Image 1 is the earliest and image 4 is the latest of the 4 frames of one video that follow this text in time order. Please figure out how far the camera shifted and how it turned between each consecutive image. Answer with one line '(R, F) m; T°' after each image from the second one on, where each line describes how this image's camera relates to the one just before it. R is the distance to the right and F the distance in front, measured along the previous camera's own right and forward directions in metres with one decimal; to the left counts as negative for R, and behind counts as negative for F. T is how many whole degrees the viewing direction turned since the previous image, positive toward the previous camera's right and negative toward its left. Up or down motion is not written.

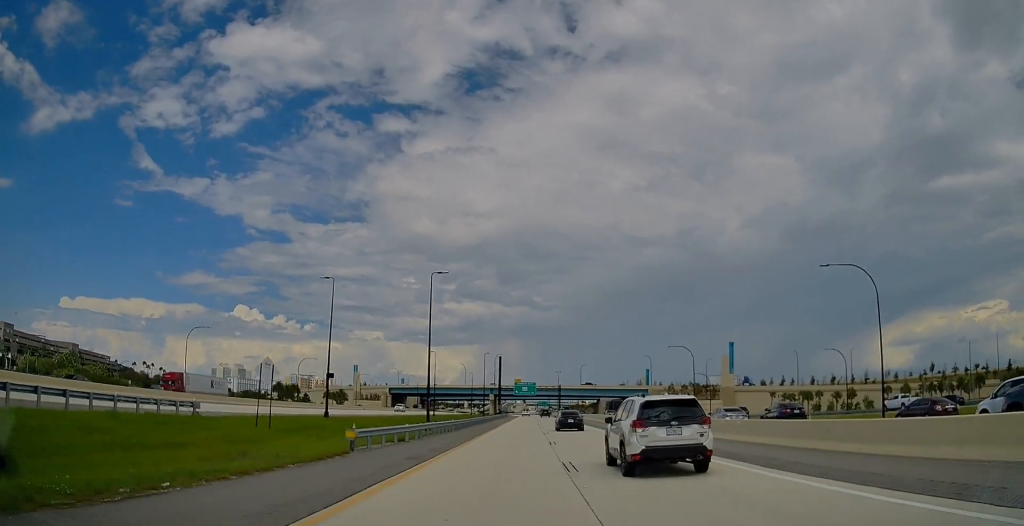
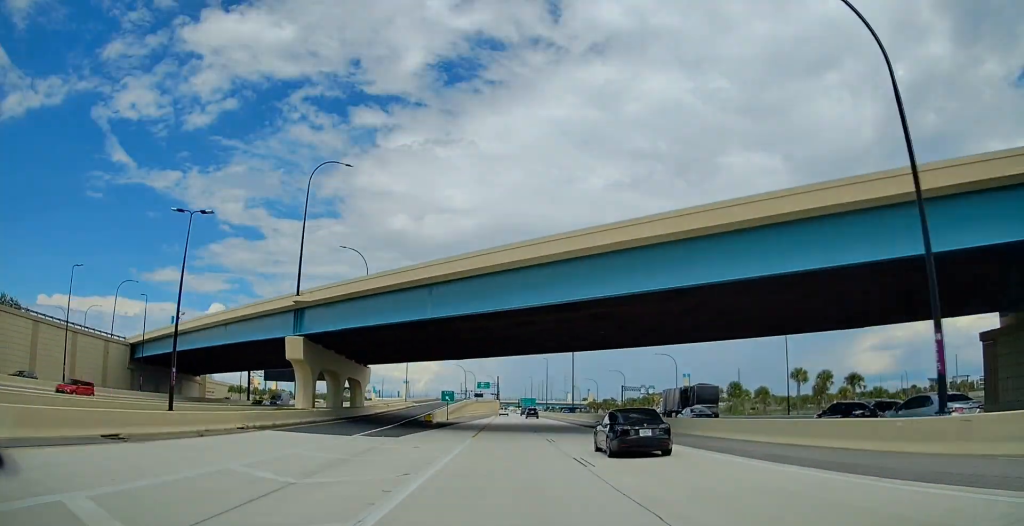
(+7.8, +279.2) m; +1°
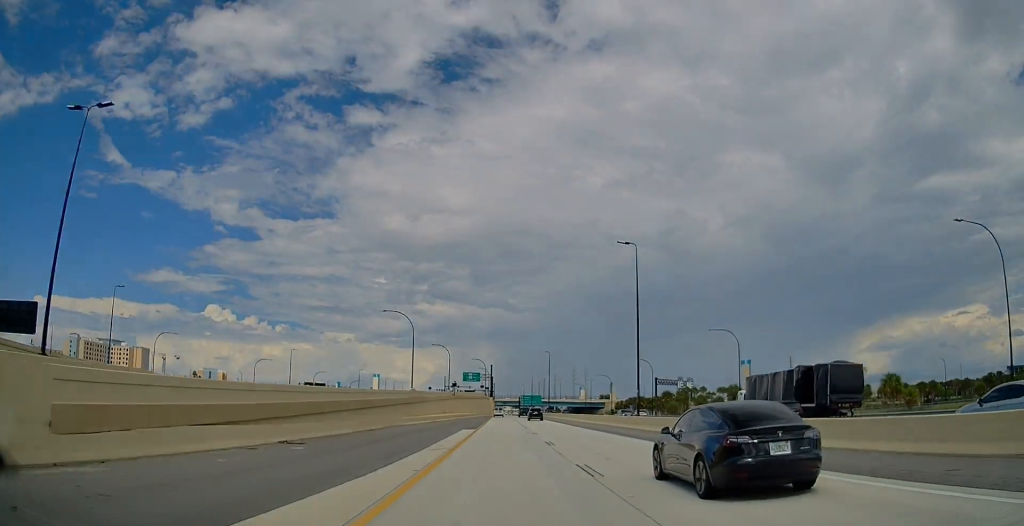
(+0.2, +100.0) m; 0°
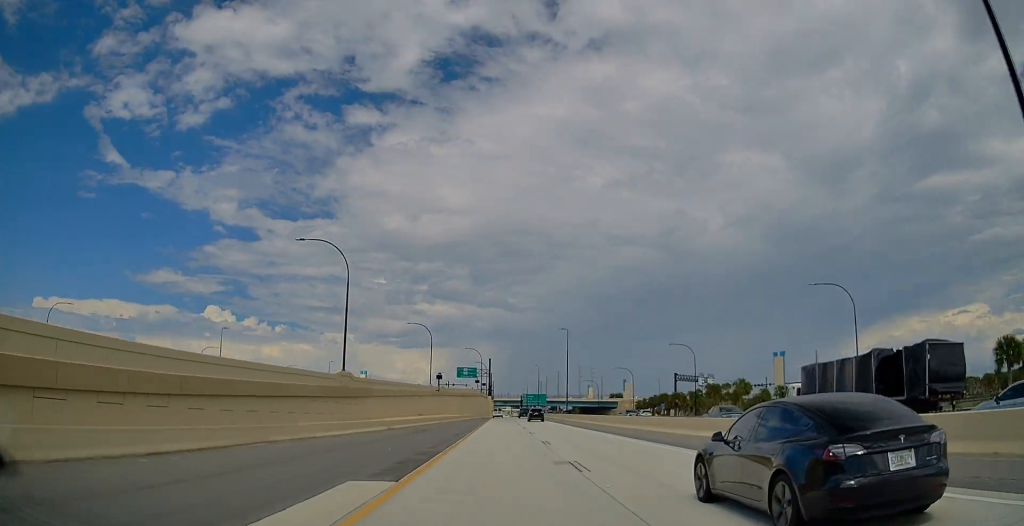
(+0.2, +35.4) m; 0°
